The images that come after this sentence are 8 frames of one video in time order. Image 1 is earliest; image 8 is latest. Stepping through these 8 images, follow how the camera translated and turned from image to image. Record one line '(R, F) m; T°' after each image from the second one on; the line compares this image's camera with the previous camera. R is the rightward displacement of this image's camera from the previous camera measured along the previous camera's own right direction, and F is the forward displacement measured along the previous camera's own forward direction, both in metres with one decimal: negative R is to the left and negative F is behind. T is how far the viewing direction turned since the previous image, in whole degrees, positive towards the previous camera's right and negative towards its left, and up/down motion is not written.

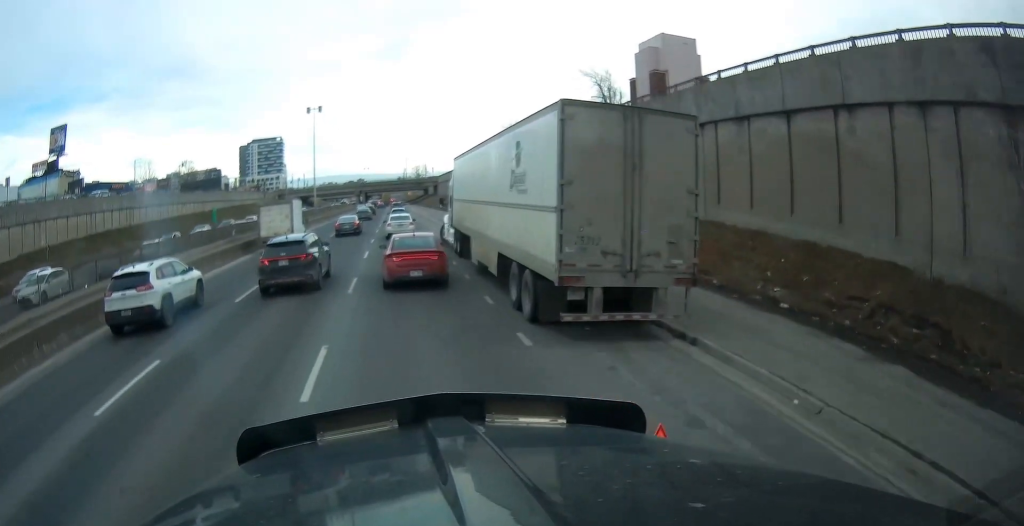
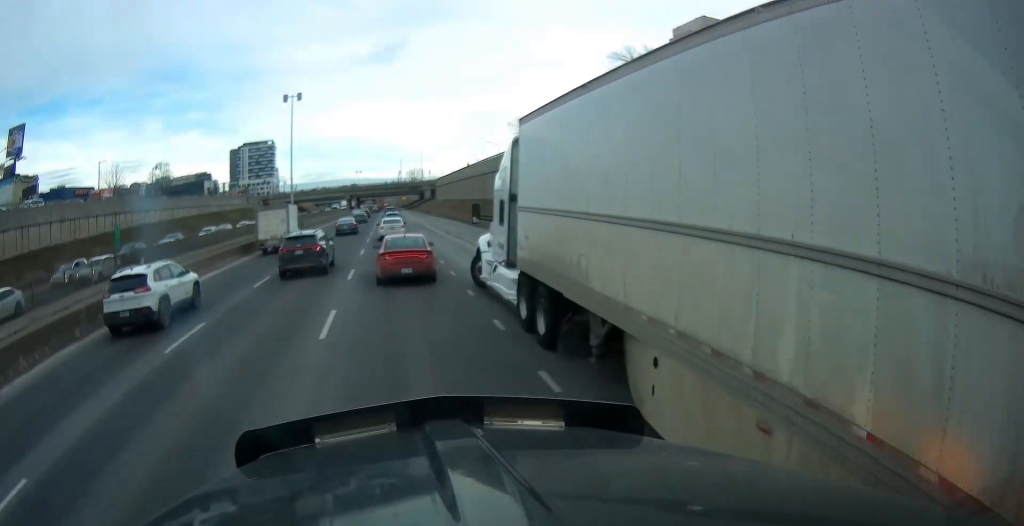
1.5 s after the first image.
(+0.3, +14.1) m; +2°
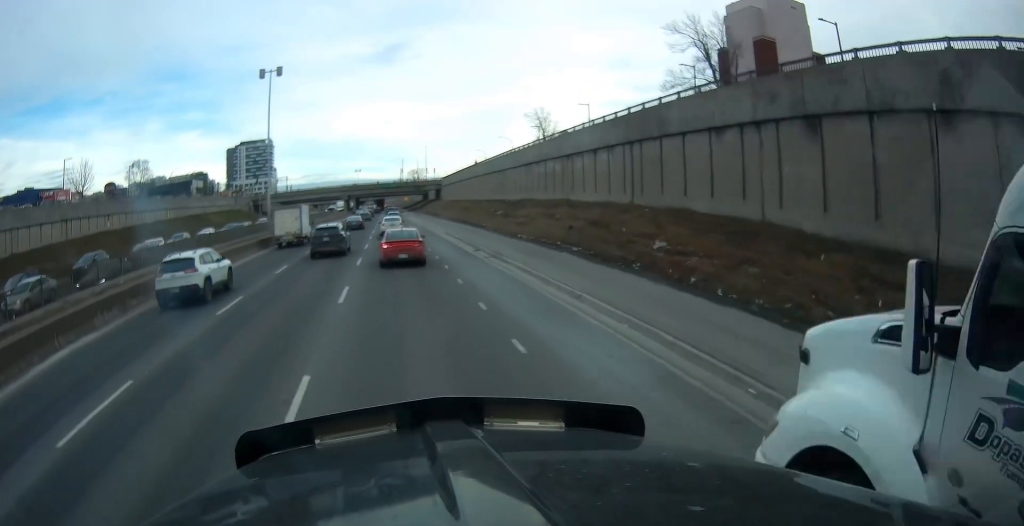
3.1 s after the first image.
(+0.1, +14.5) m; 0°
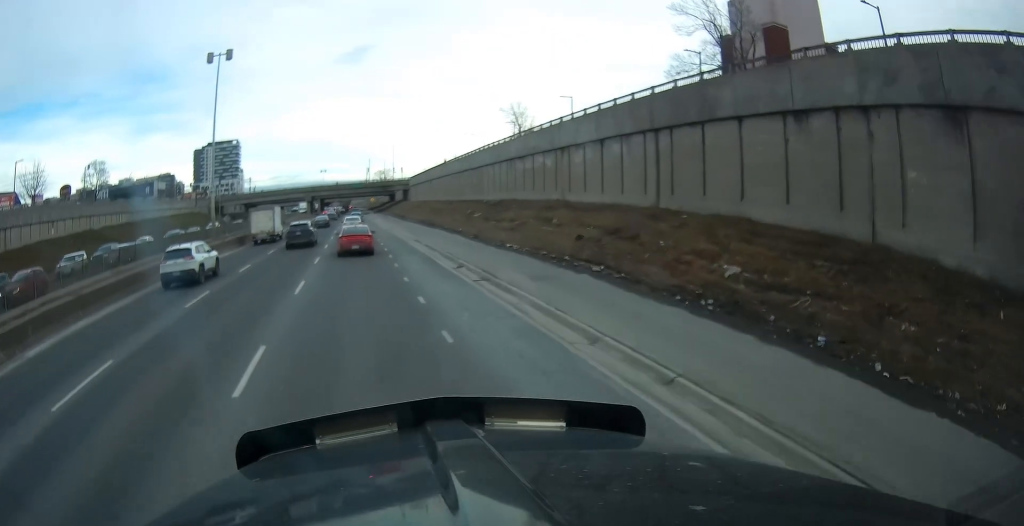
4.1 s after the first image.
(0.0, +8.2) m; +2°
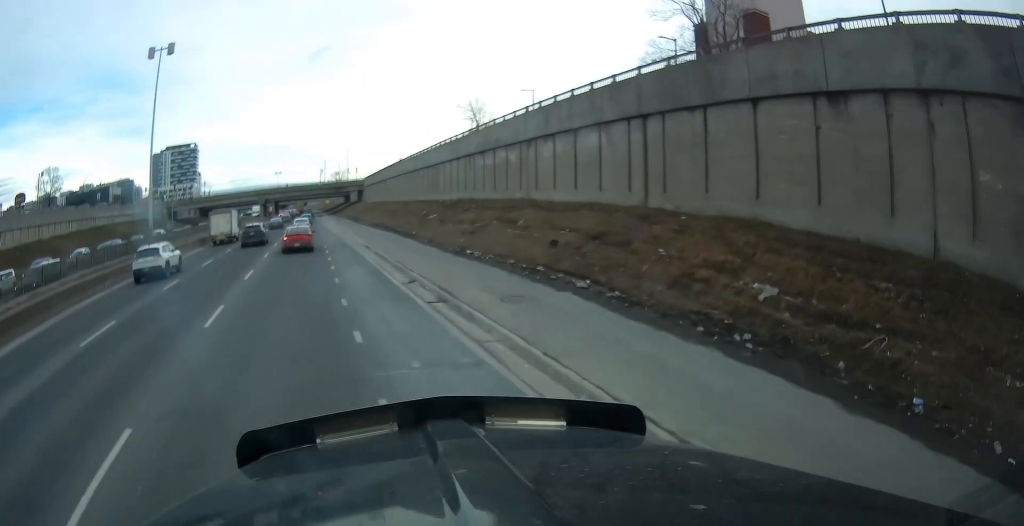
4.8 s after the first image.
(+0.1, +4.4) m; +3°
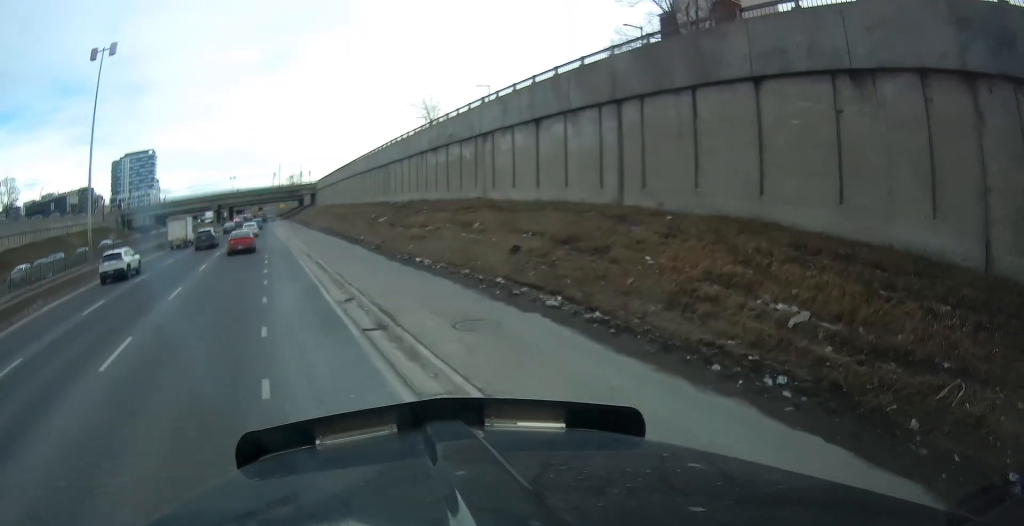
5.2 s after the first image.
(+0.1, +2.9) m; +3°
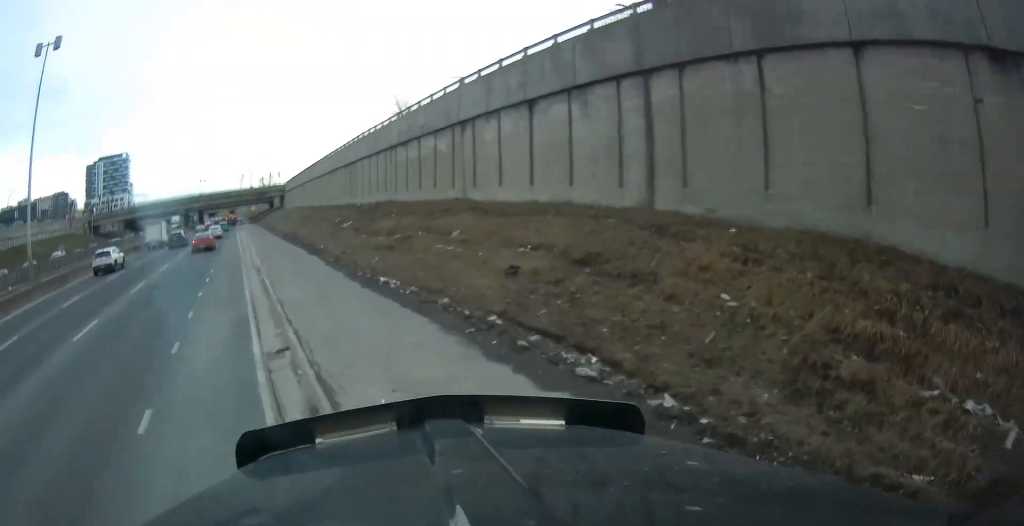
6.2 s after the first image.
(+0.2, +5.3) m; +3°
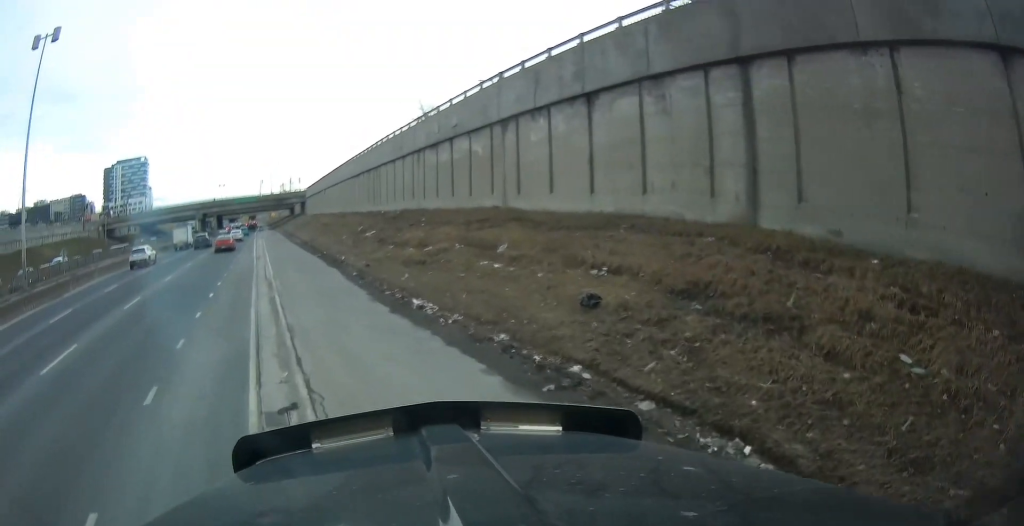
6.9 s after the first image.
(+0.2, +3.8) m; -2°
